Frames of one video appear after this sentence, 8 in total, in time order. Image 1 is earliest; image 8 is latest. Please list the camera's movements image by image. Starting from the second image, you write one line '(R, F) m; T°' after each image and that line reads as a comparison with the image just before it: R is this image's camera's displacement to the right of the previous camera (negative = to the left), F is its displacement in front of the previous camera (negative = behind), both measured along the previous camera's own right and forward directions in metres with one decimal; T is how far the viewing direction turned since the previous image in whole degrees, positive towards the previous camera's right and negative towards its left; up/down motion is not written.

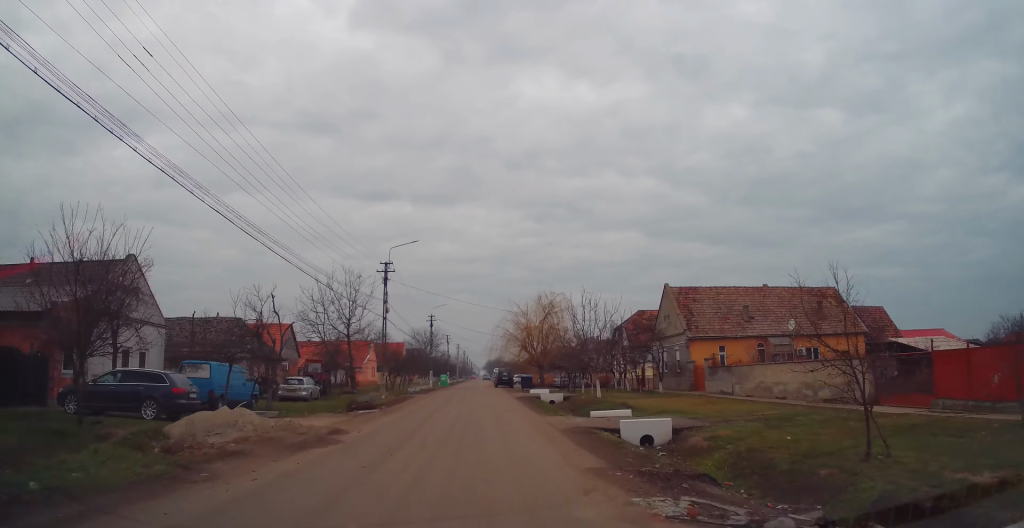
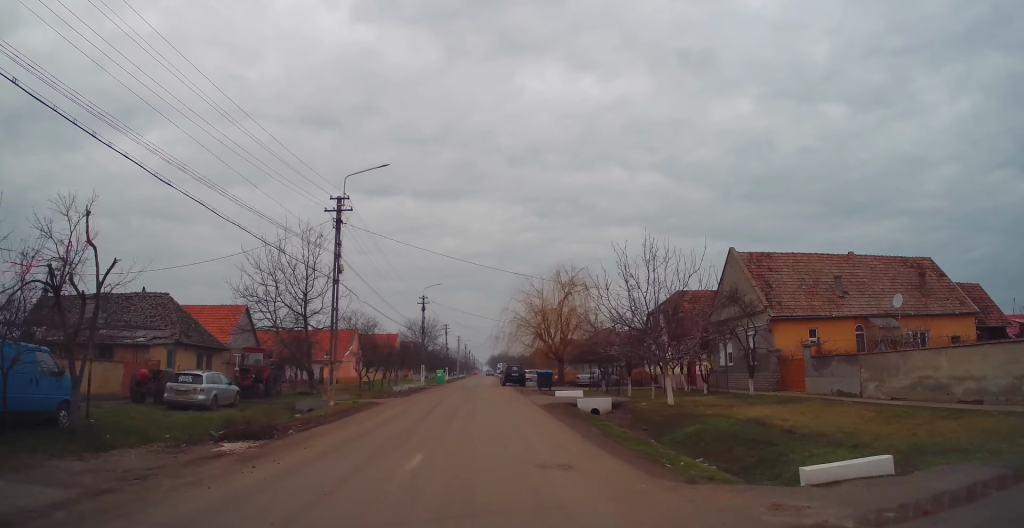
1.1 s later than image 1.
(-0.1, +12.6) m; +2°
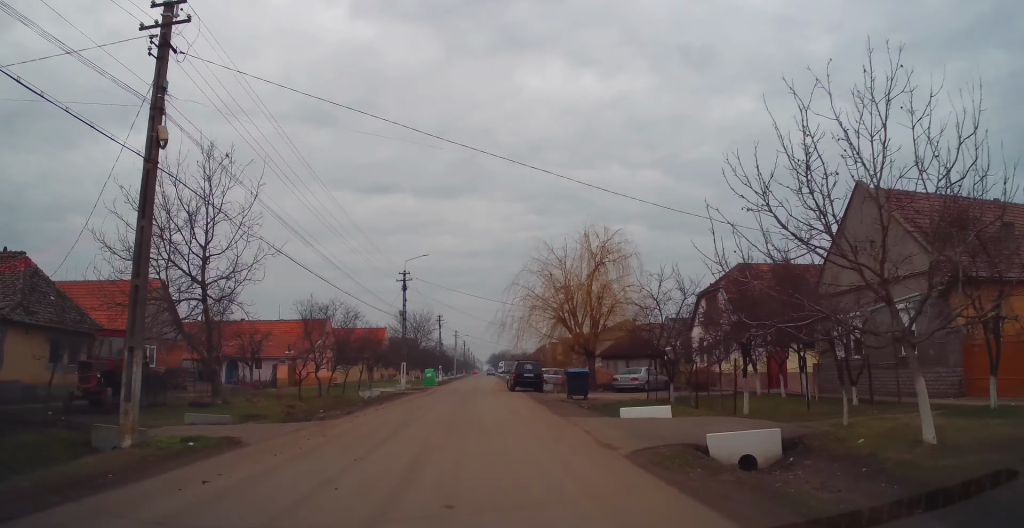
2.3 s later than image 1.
(+0.6, +14.3) m; -3°
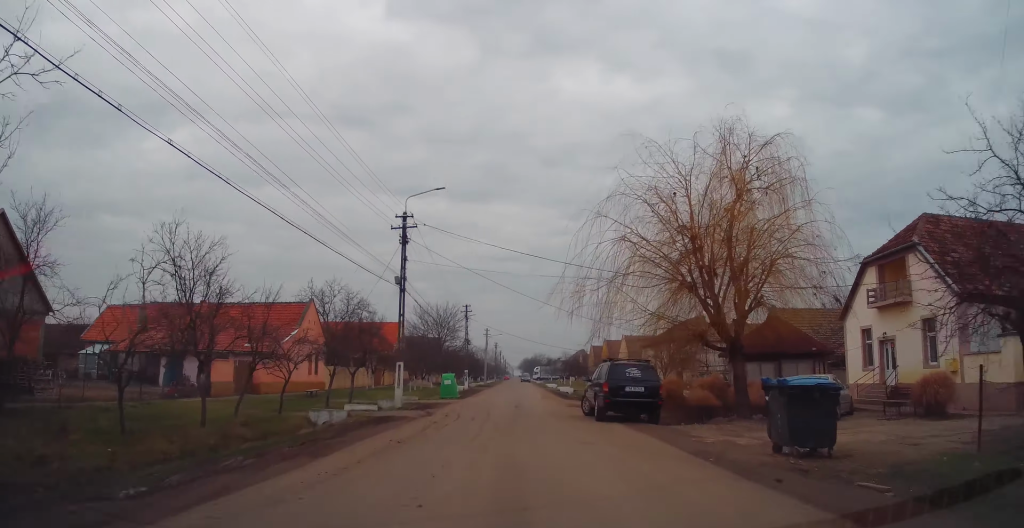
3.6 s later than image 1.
(-1.0, +17.4) m; -1°
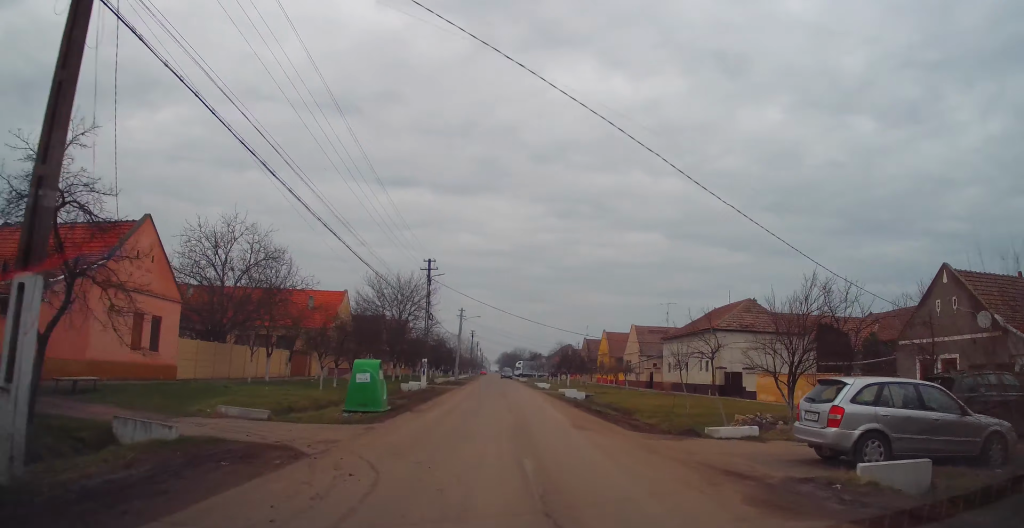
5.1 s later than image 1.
(+0.2, +20.6) m; +1°
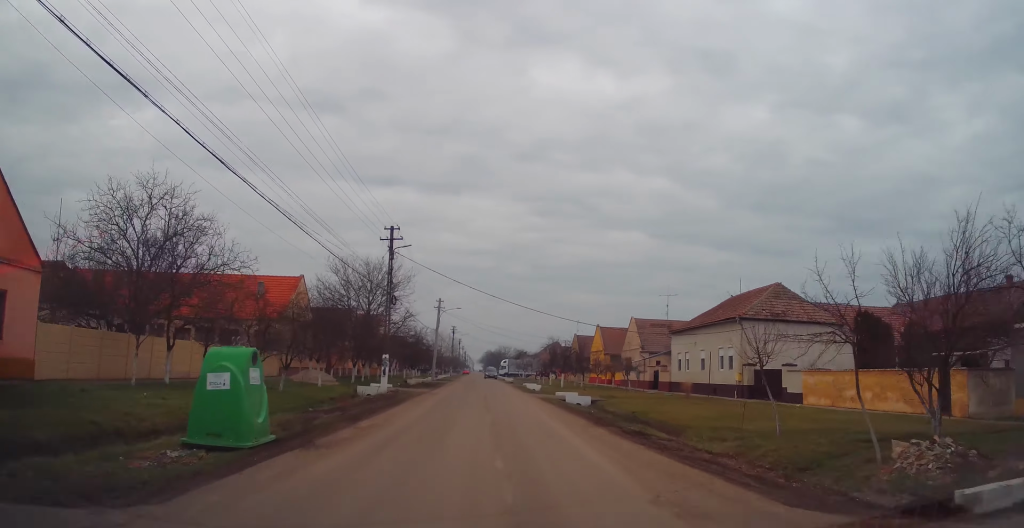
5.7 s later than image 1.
(+0.2, +8.7) m; +1°
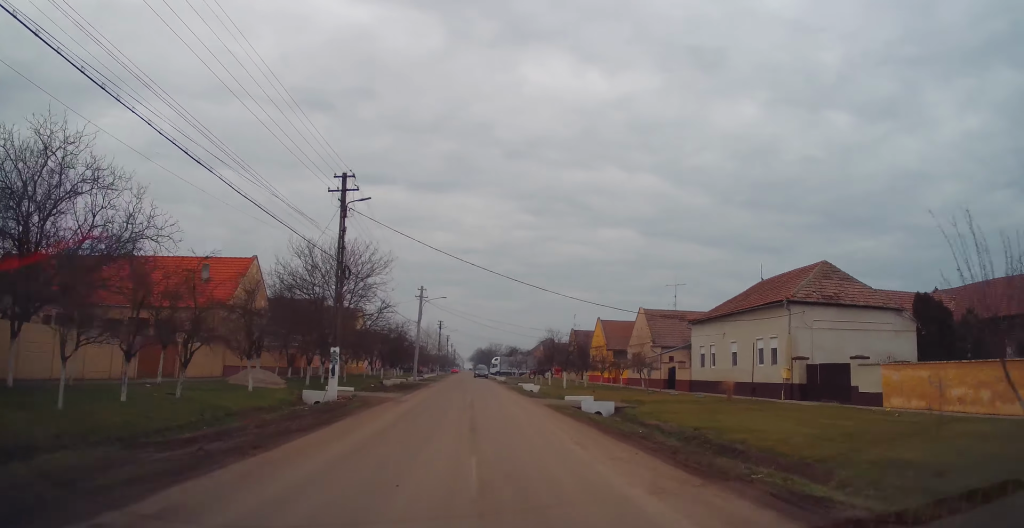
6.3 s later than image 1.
(+0.1, +8.3) m; +2°
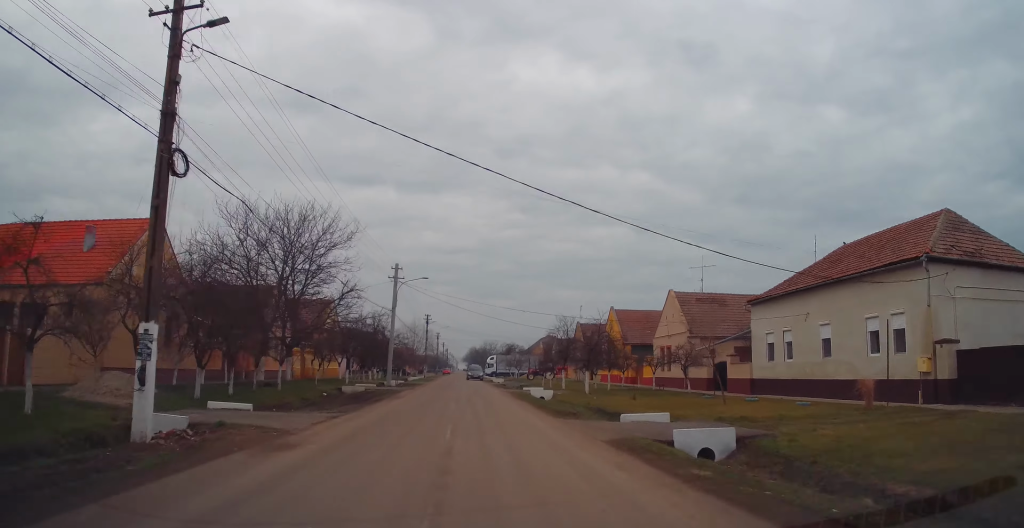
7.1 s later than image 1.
(+0.3, +12.6) m; -1°
